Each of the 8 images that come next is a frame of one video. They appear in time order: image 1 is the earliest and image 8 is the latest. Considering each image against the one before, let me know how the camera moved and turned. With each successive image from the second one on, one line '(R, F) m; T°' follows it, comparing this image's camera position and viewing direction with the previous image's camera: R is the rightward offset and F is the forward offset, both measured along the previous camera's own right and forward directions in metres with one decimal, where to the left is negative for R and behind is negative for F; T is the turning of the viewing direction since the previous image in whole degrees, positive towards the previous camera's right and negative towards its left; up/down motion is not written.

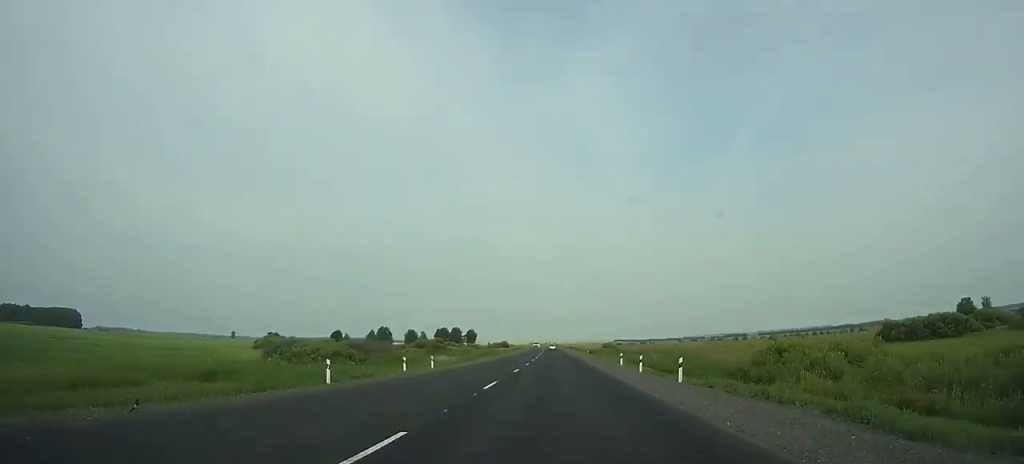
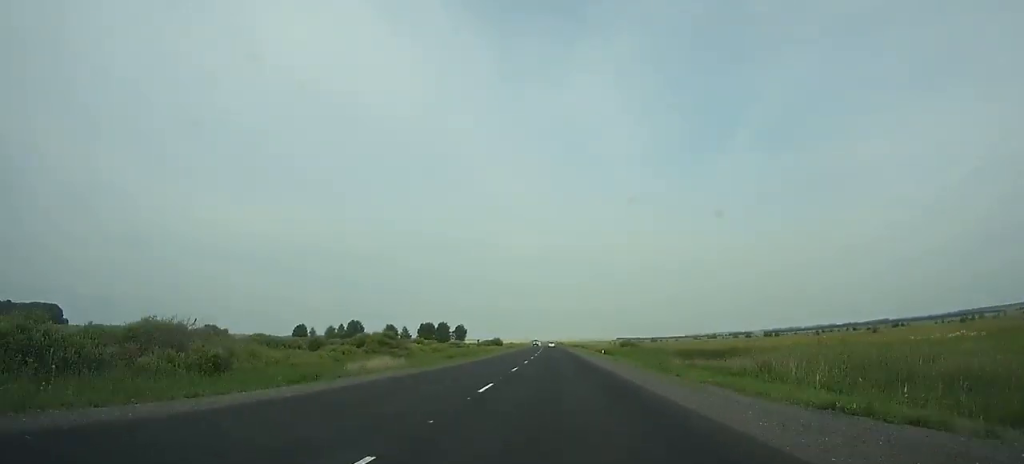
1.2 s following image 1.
(0.0, +38.7) m; 0°
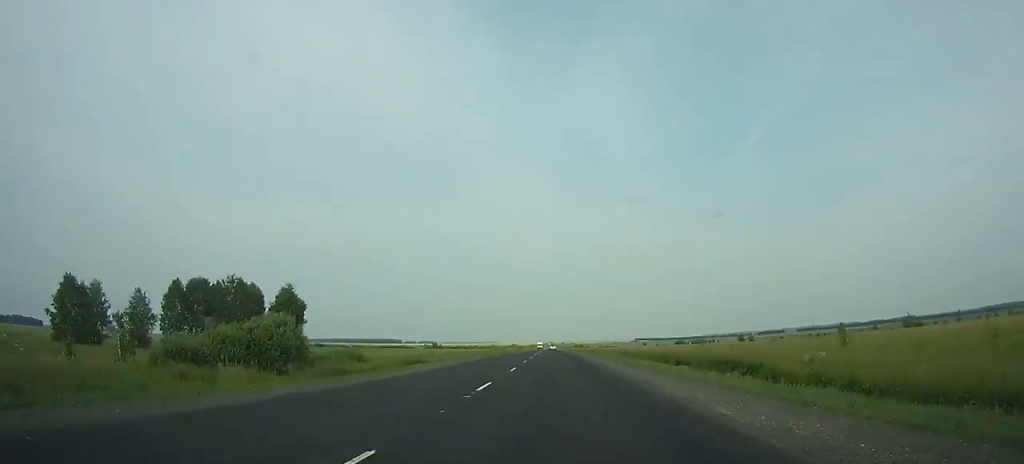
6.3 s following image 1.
(-1.6, +163.3) m; -1°
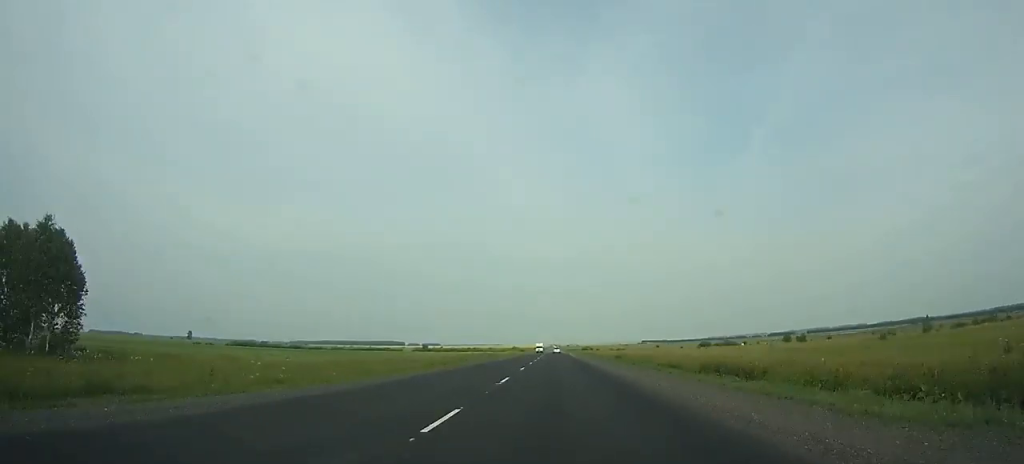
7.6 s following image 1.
(-0.1, +43.3) m; 0°
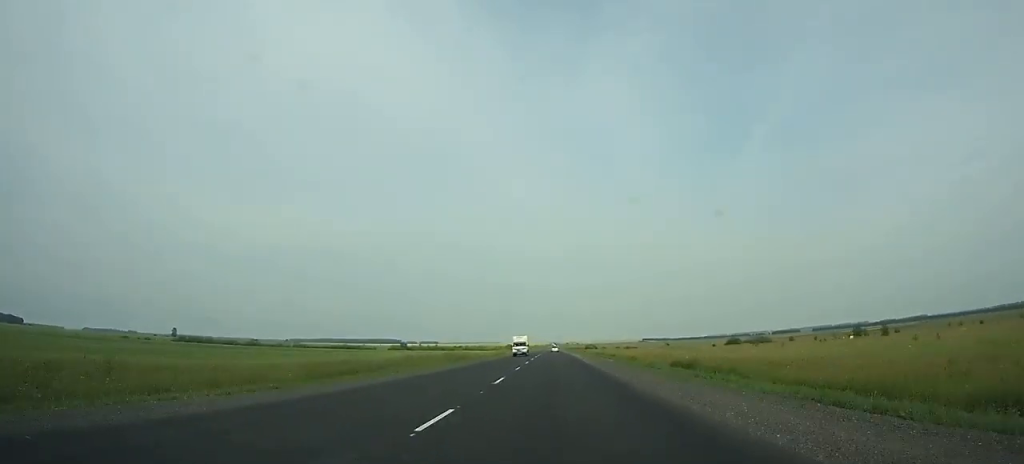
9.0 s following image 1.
(-0.2, +47.8) m; 0°
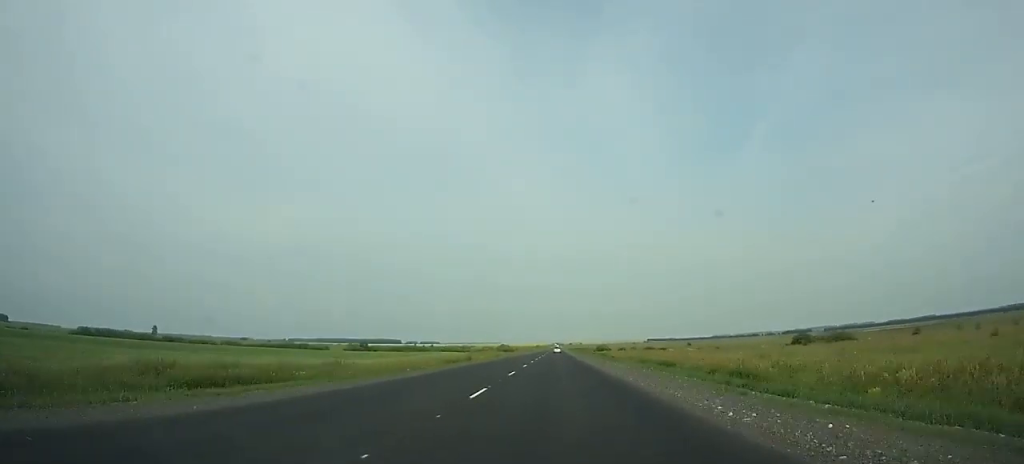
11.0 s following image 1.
(-0.2, +68.3) m; 0°
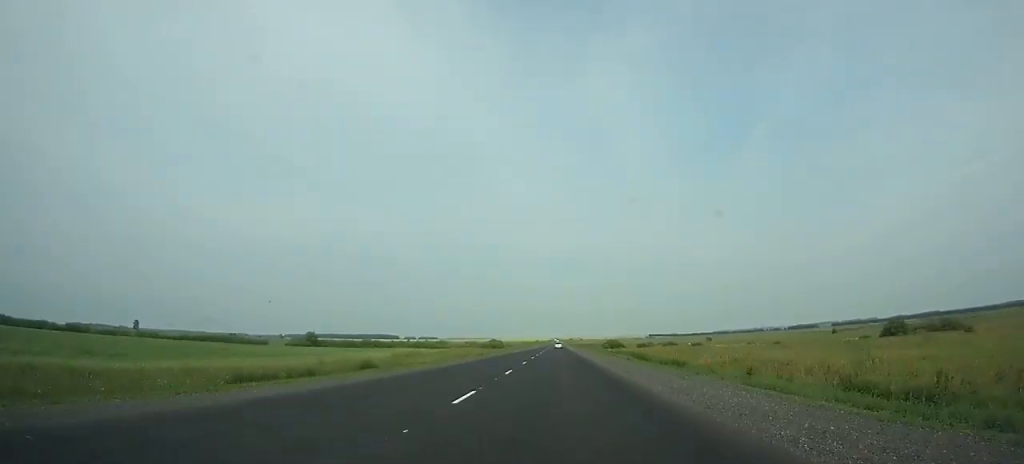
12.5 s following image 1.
(-0.1, +51.0) m; 0°
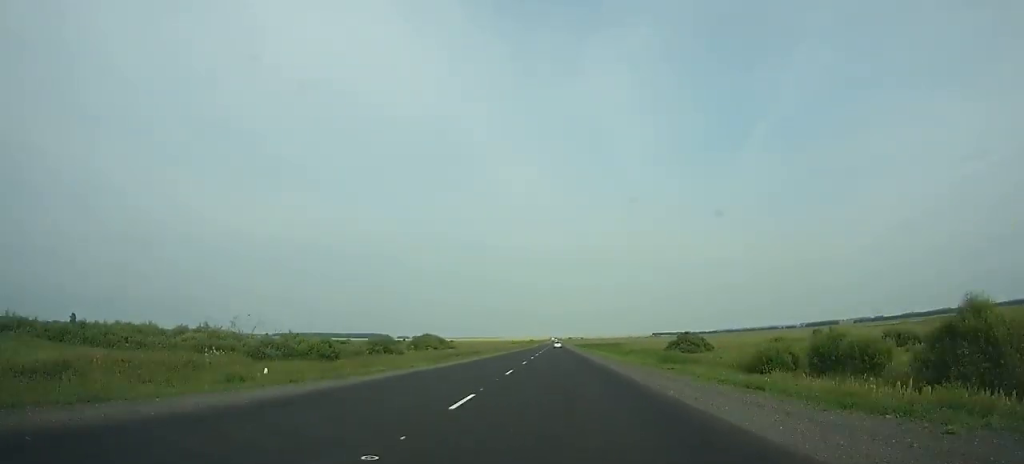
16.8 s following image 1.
(+0.2, +142.5) m; 0°
